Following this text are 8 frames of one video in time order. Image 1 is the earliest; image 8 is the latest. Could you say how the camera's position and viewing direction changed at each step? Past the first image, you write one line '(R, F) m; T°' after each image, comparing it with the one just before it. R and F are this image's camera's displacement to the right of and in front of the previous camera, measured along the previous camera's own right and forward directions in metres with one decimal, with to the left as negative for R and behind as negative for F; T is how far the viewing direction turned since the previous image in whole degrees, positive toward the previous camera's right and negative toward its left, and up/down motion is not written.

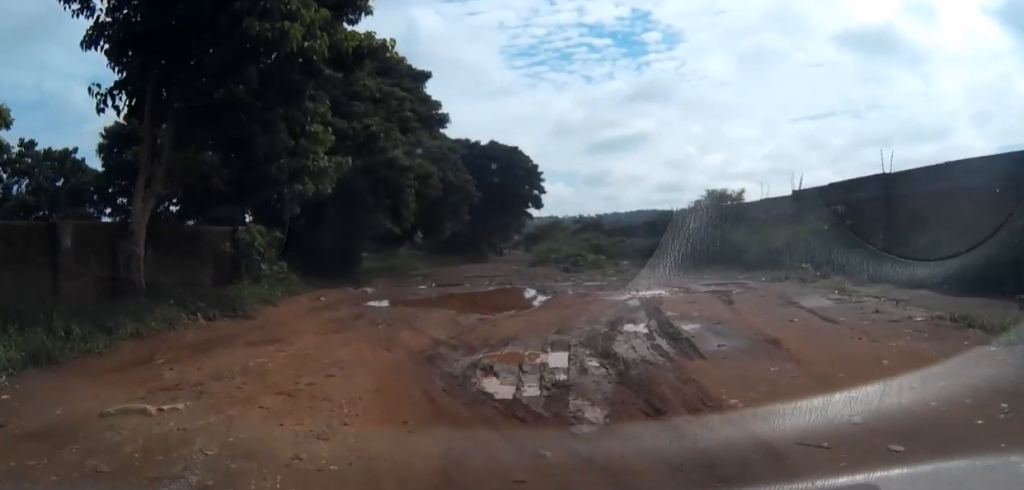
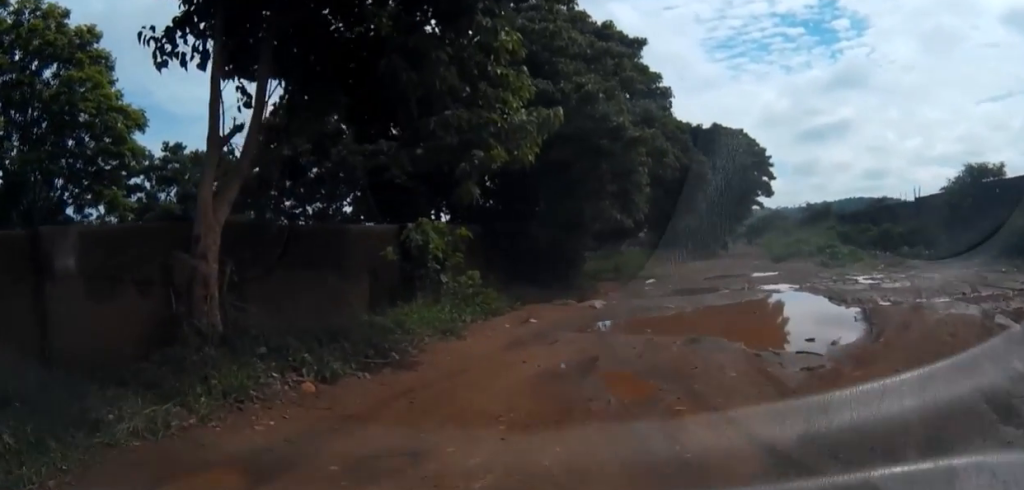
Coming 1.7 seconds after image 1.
(-0.9, +6.5) m; -18°
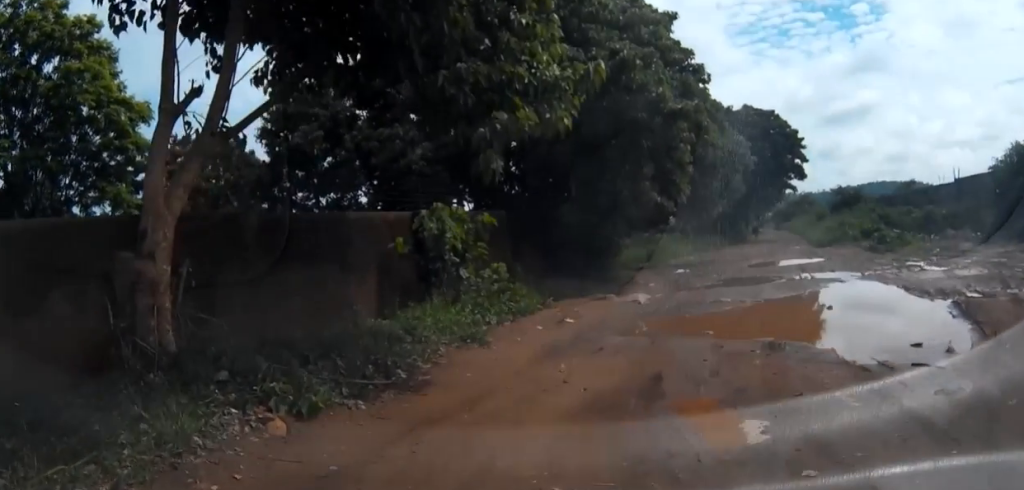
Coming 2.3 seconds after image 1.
(-0.4, +2.0) m; +6°
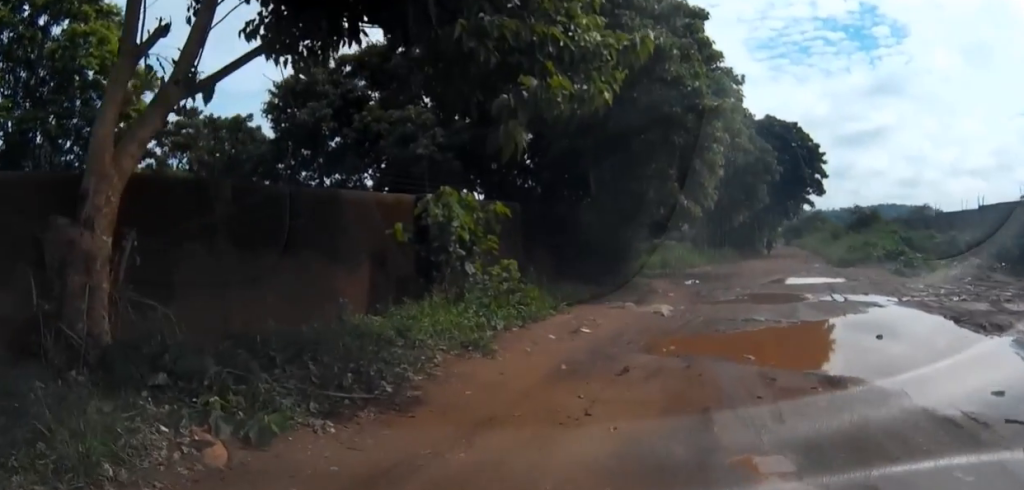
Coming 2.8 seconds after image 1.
(-0.3, +1.4) m; +5°
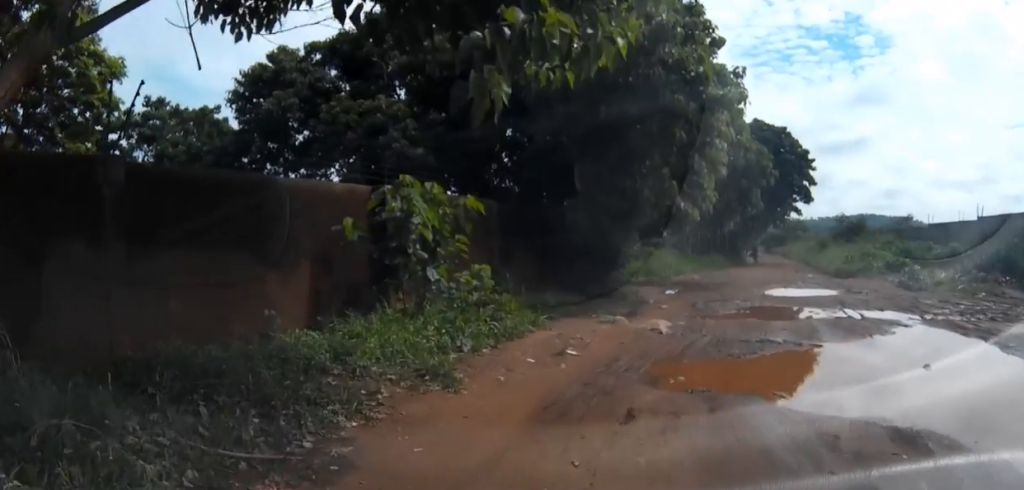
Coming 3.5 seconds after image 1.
(+0.8, +2.2) m; +9°
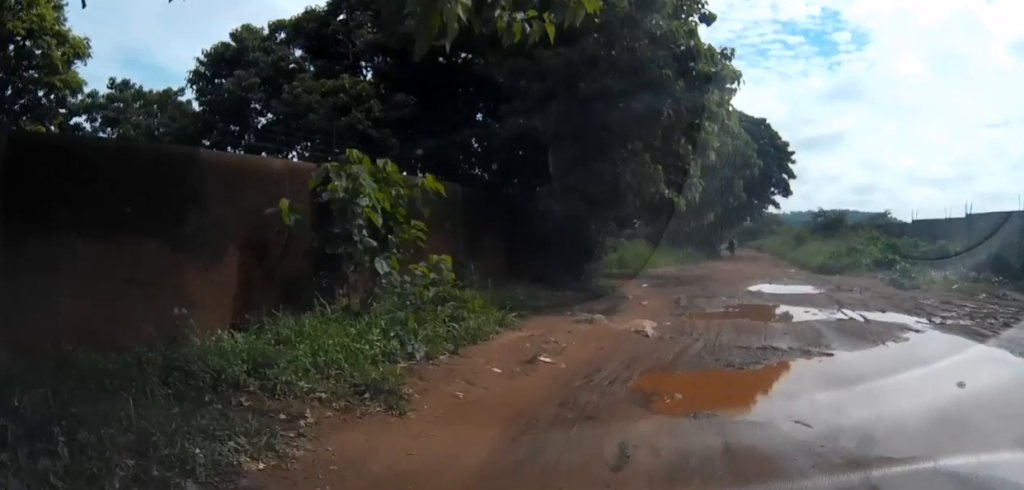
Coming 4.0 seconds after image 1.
(0.0, +1.5) m; +1°
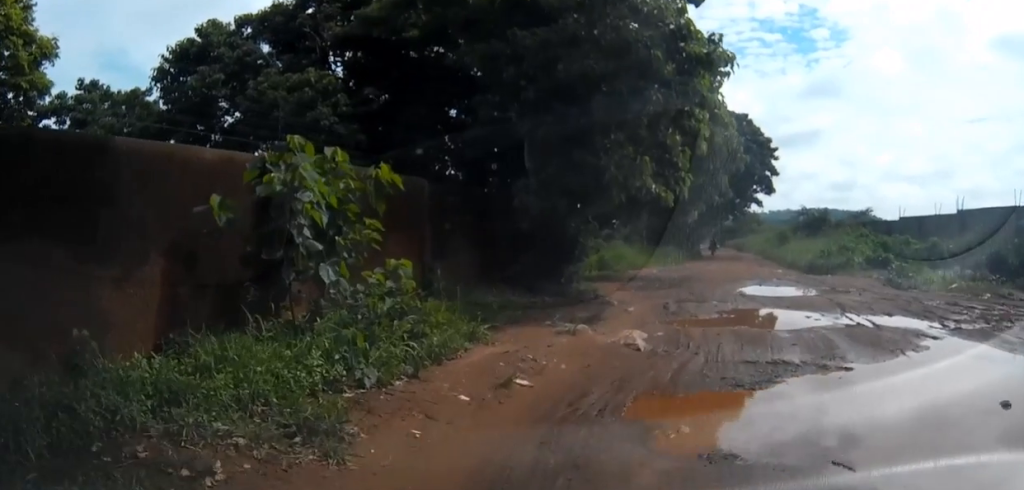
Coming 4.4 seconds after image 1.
(-0.1, +1.3) m; -3°
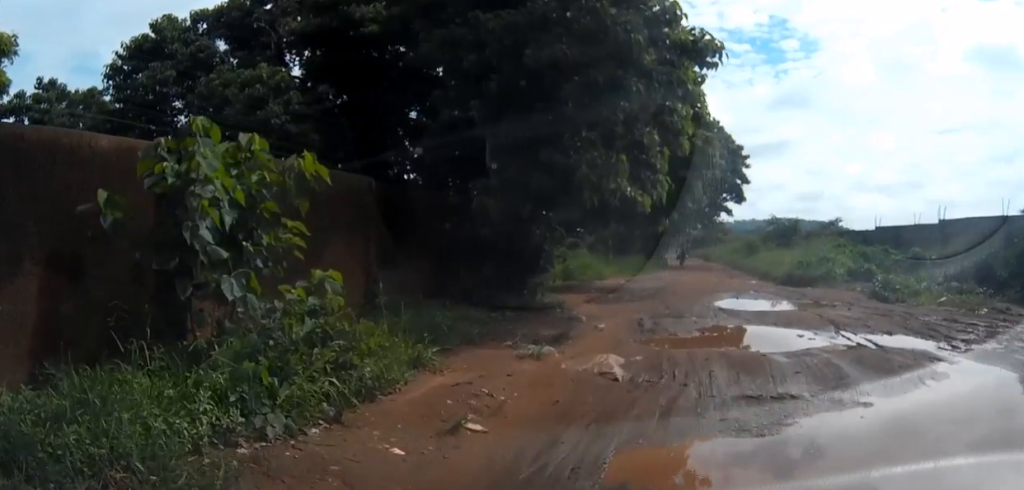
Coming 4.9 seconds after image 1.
(-0.1, +1.5) m; 0°
